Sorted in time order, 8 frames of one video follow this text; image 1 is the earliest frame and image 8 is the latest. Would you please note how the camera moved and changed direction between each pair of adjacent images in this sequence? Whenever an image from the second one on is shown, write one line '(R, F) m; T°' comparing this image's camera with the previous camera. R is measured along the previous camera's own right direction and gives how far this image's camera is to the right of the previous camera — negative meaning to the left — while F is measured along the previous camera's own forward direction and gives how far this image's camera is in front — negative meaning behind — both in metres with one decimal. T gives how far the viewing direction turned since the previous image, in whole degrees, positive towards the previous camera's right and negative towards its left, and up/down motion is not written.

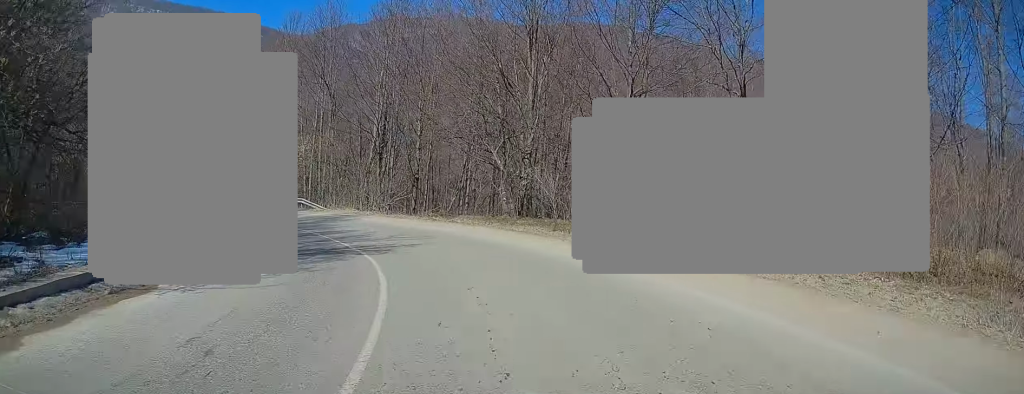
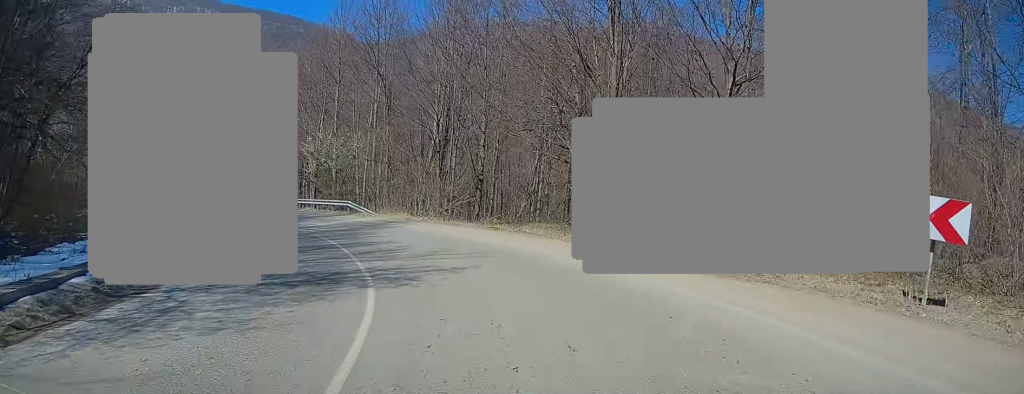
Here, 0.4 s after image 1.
(+0.1, +5.1) m; -7°
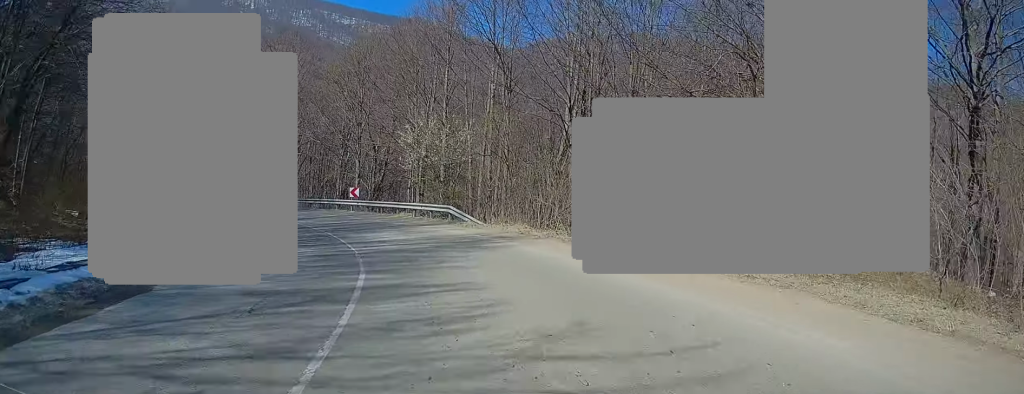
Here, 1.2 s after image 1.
(-1.3, +8.9) m; -11°
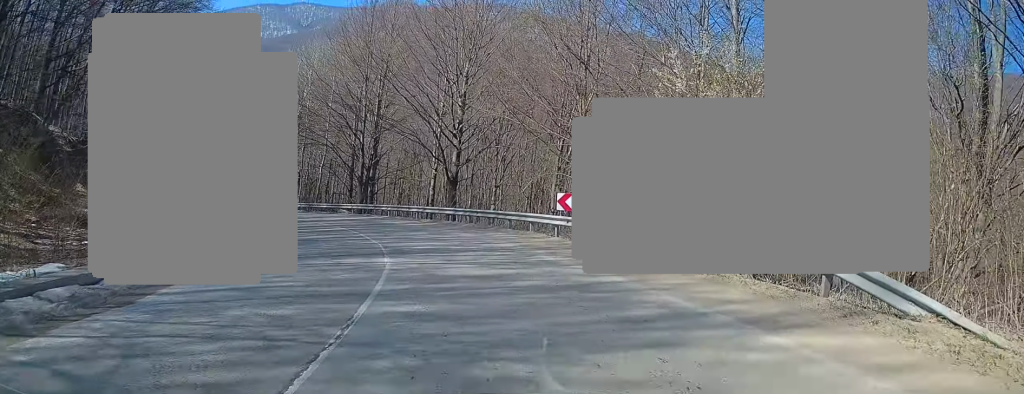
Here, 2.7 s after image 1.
(-3.3, +18.9) m; -19°
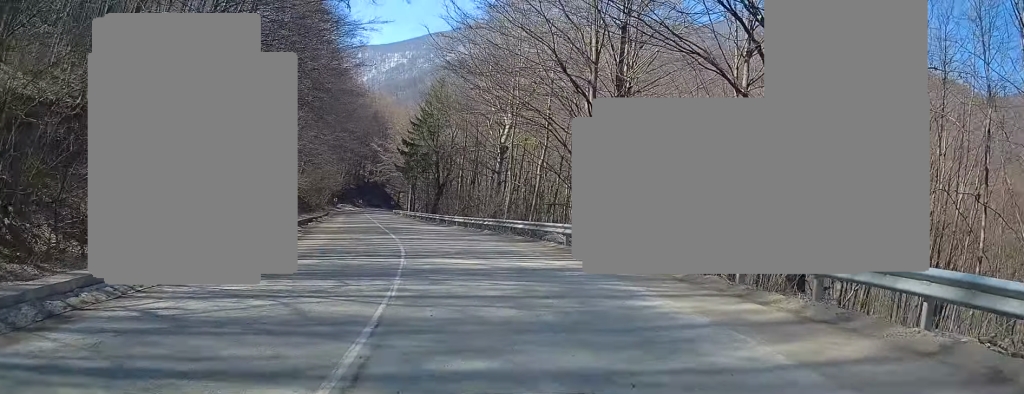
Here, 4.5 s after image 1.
(-4.4, +23.5) m; -22°
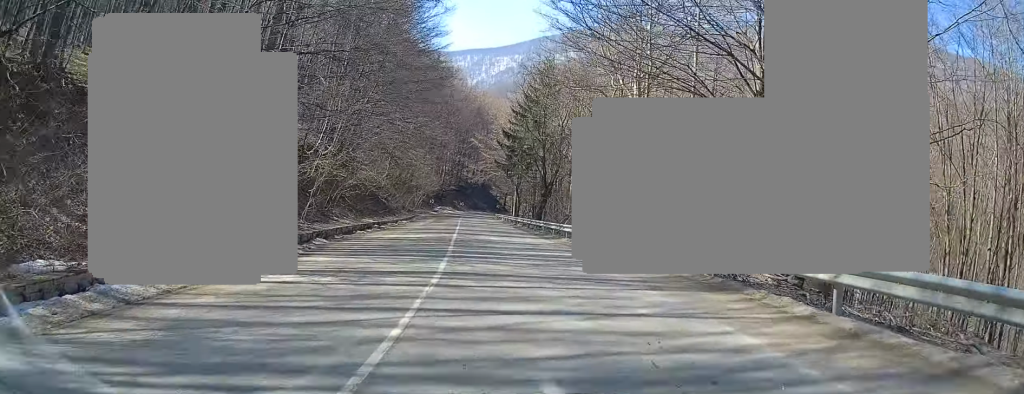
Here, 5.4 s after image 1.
(-1.2, +12.0) m; -6°
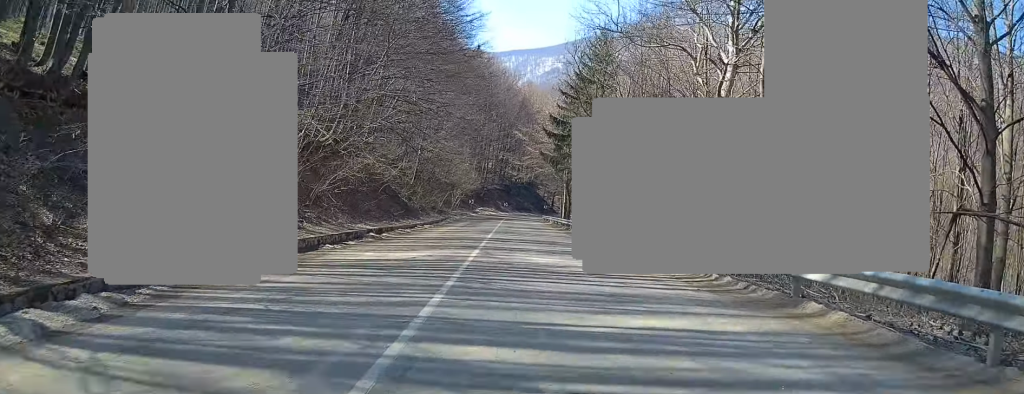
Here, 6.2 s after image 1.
(-0.3, +10.7) m; -3°
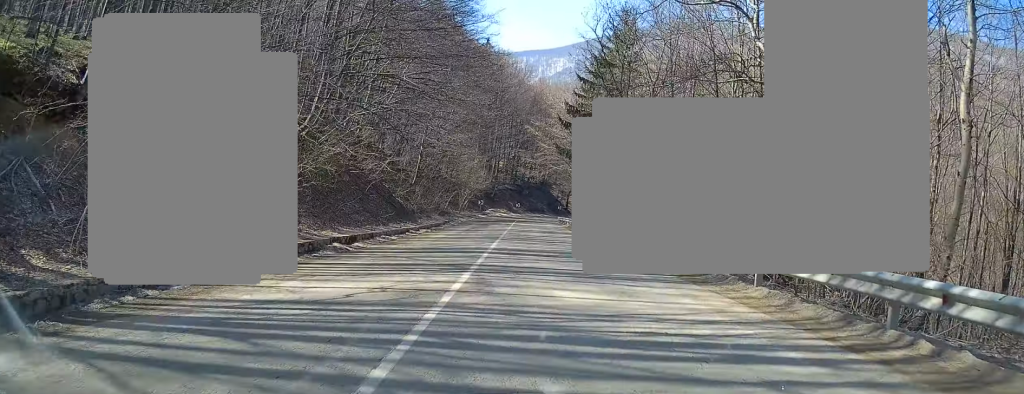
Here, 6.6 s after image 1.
(0.0, +6.3) m; -1°
